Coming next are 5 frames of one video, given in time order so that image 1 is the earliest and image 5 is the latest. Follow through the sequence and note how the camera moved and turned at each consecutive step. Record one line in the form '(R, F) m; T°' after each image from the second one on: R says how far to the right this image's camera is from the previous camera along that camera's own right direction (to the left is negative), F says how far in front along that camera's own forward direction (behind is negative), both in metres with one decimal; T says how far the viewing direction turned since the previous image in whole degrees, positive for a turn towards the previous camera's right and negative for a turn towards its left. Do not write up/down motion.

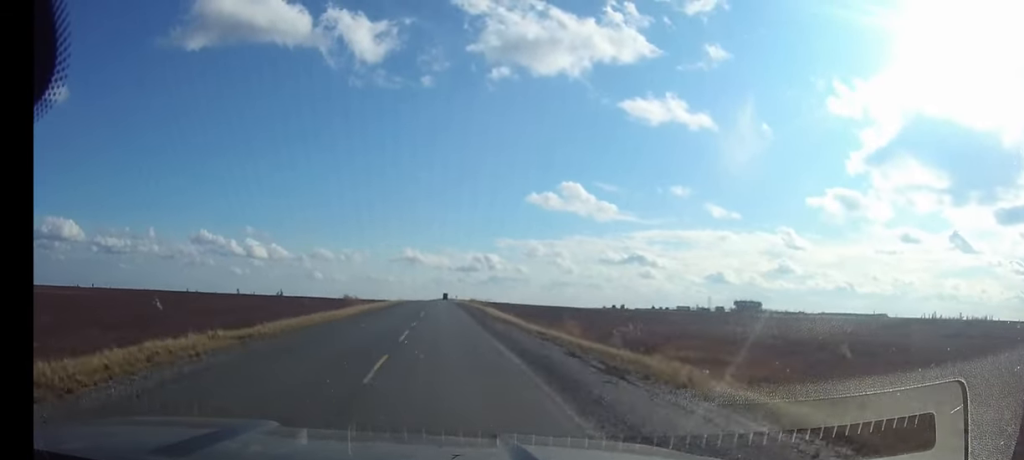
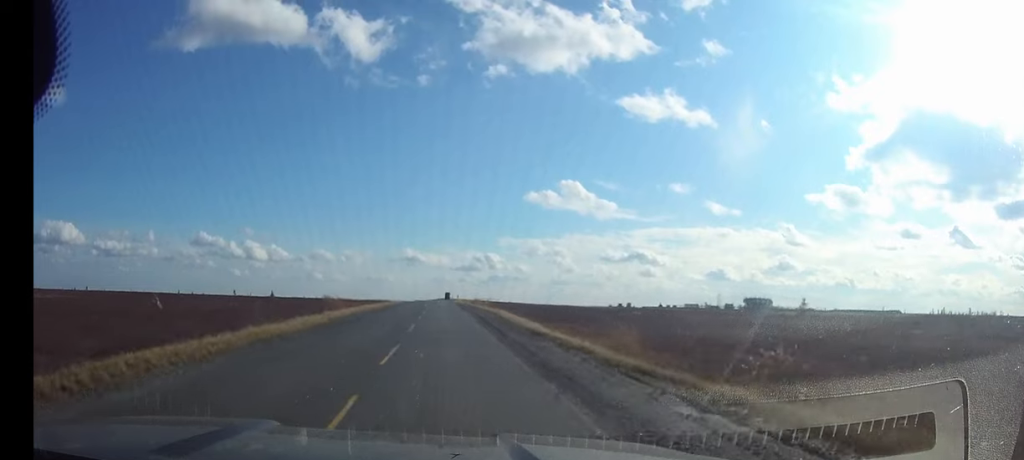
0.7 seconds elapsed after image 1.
(0.0, +13.9) m; 0°
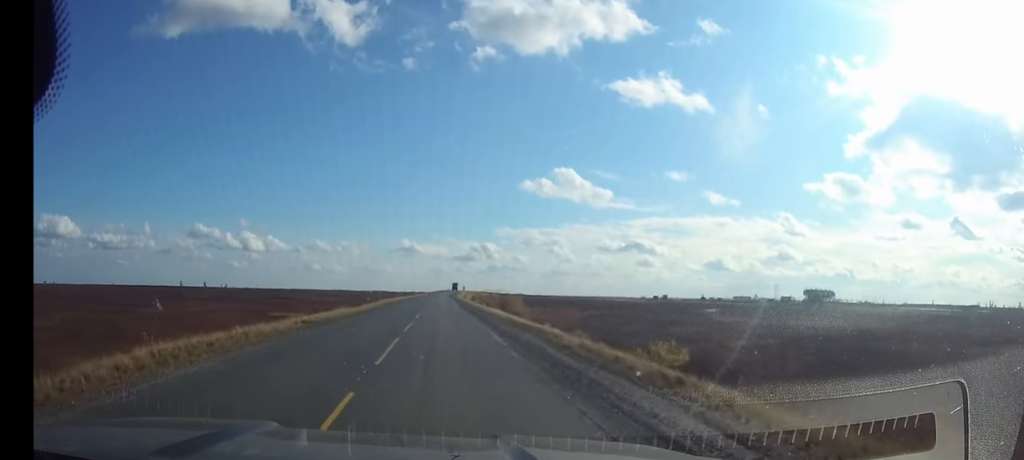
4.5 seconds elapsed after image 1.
(0.0, +77.3) m; 0°
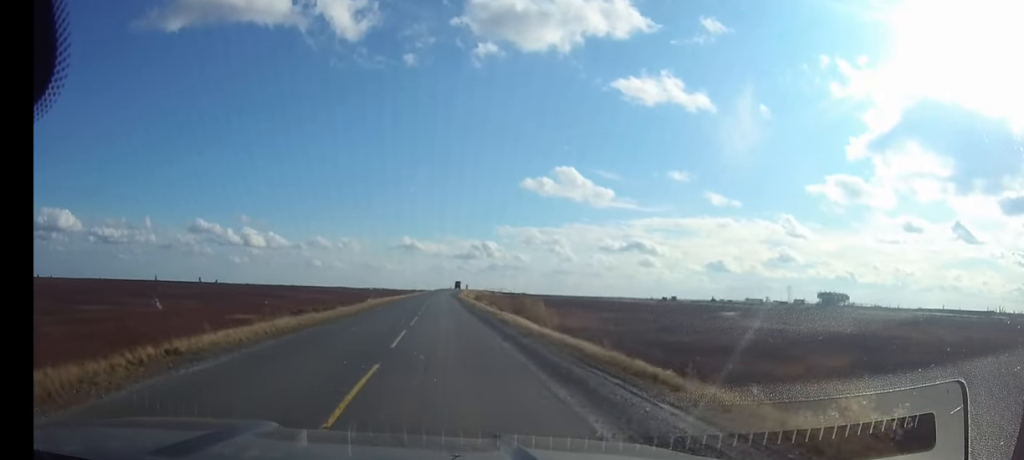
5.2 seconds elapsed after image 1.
(0.0, +13.6) m; 0°
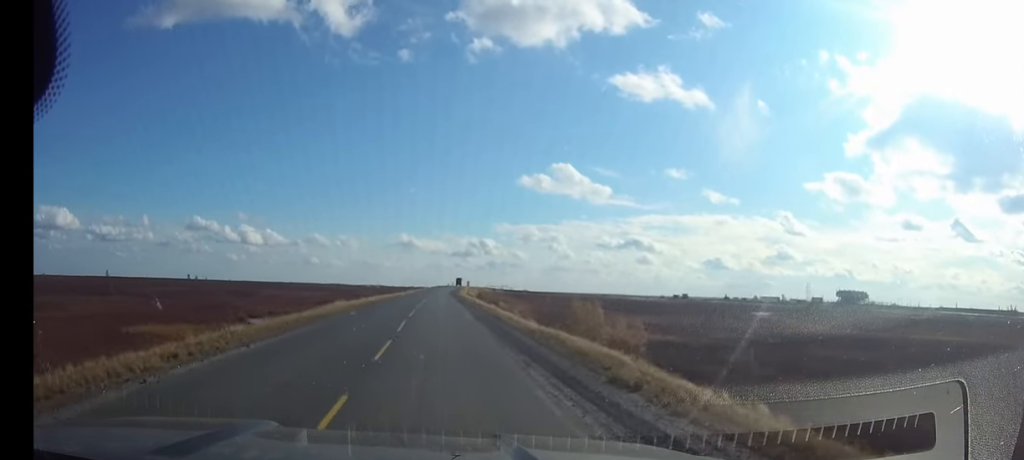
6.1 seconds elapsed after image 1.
(+0.1, +21.2) m; 0°
